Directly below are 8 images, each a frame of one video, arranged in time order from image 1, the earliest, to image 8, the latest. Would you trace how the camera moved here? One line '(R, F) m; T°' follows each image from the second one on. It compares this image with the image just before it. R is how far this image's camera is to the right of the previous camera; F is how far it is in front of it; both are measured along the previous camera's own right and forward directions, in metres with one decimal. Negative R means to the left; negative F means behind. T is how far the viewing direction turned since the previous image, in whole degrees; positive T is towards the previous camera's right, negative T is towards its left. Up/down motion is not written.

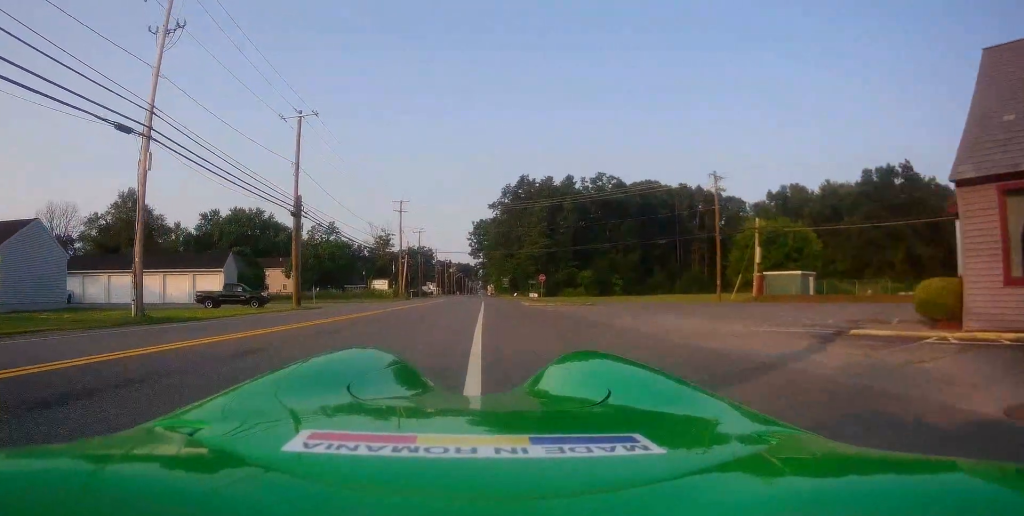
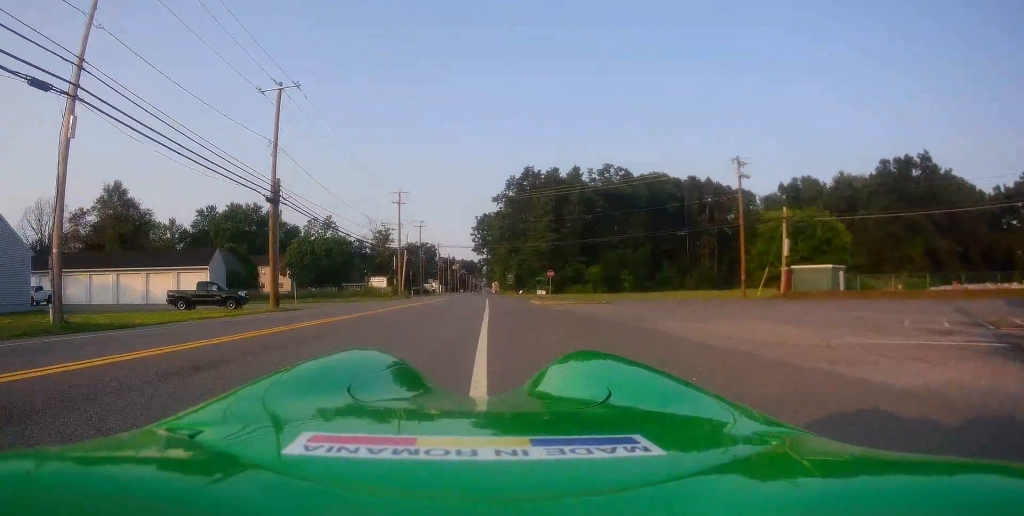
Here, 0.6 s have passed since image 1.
(-0.3, +4.7) m; 0°
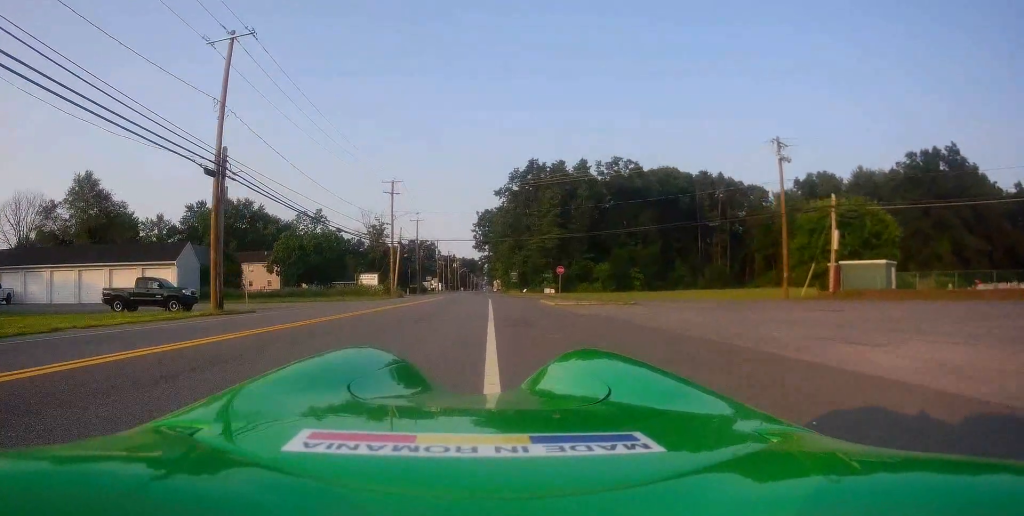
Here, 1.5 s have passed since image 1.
(+0.5, +7.0) m; +4°
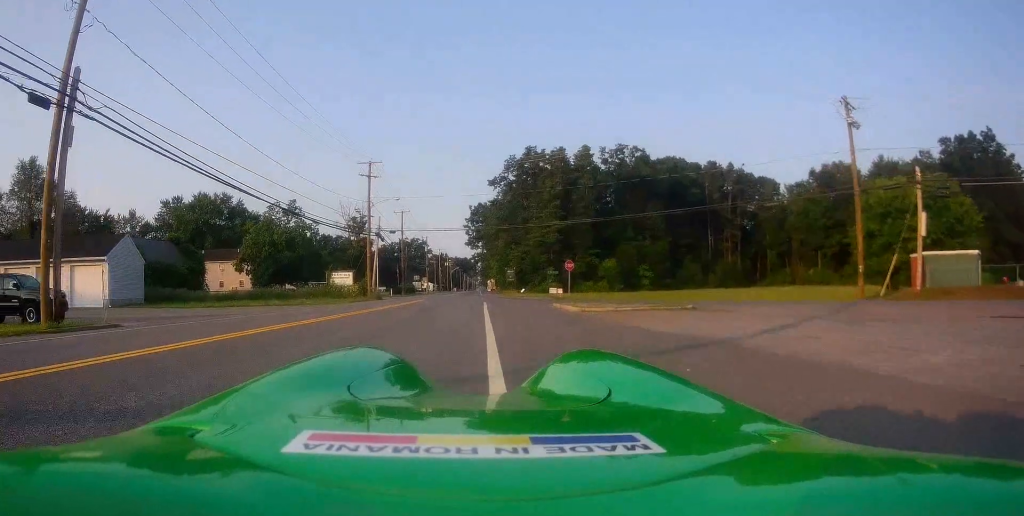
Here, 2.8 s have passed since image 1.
(+0.1, +10.4) m; -2°
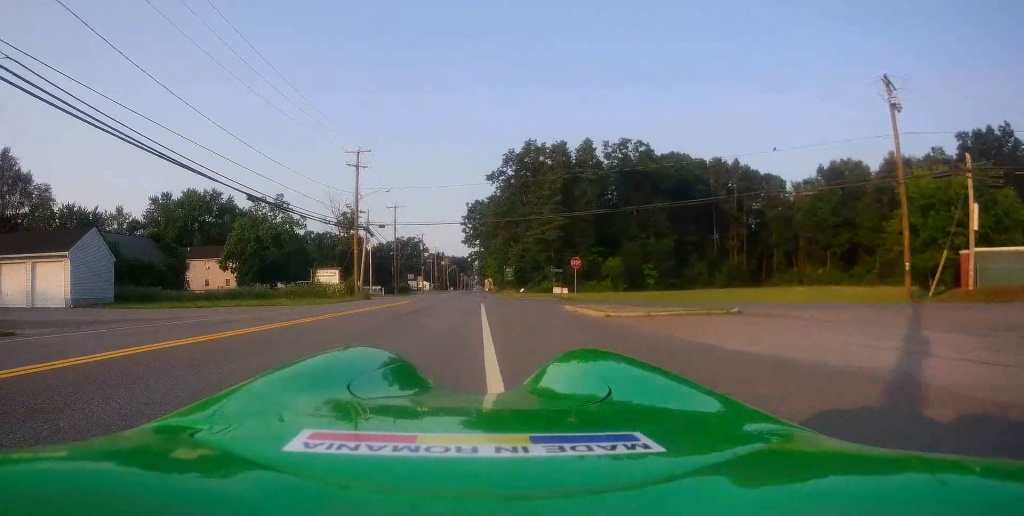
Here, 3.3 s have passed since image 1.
(-0.1, +4.4) m; -2°
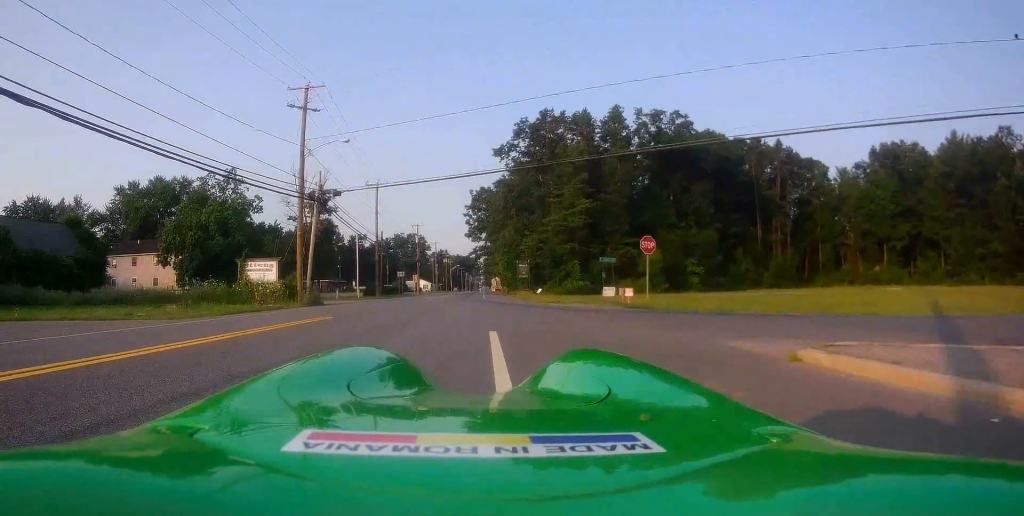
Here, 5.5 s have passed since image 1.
(-0.6, +17.9) m; -2°
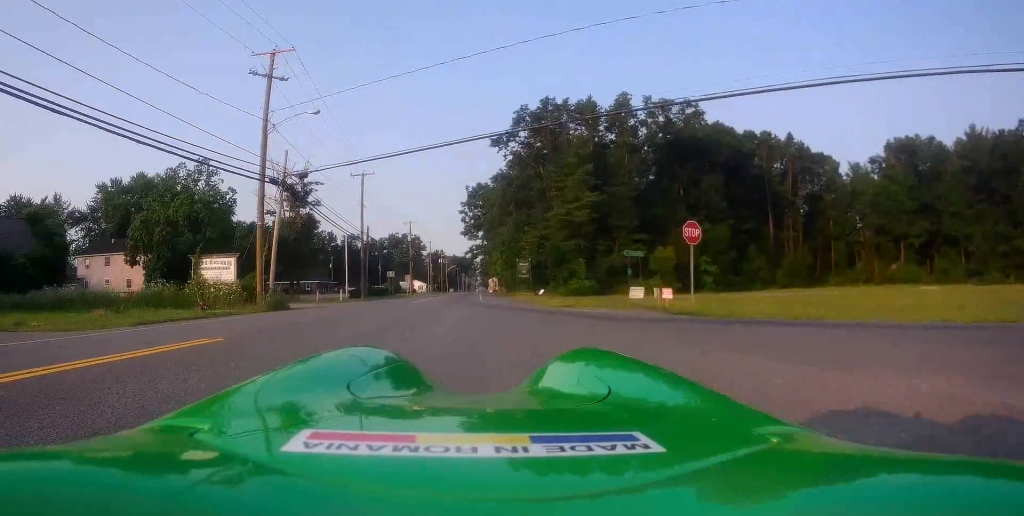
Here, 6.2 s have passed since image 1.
(-0.1, +6.1) m; +2°
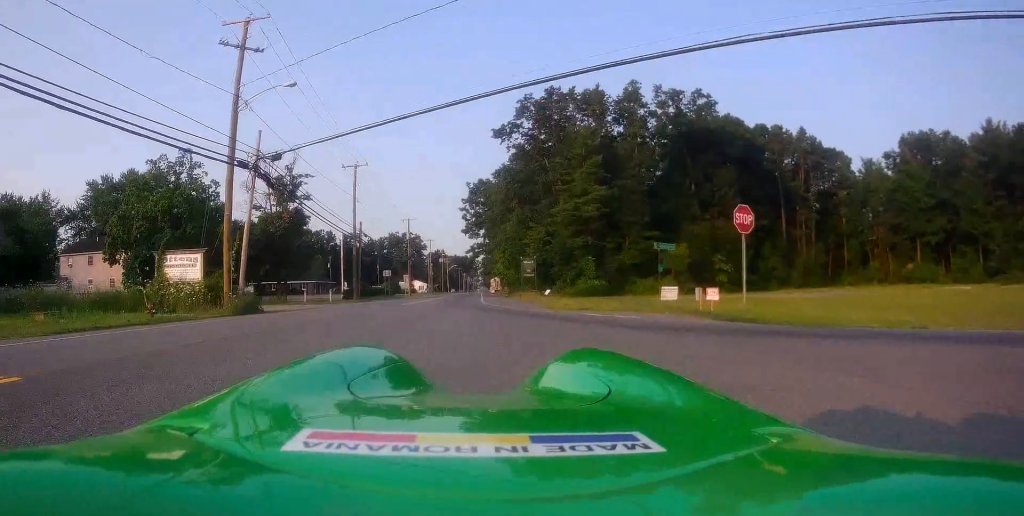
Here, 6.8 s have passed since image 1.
(-0.1, +4.1) m; +1°
